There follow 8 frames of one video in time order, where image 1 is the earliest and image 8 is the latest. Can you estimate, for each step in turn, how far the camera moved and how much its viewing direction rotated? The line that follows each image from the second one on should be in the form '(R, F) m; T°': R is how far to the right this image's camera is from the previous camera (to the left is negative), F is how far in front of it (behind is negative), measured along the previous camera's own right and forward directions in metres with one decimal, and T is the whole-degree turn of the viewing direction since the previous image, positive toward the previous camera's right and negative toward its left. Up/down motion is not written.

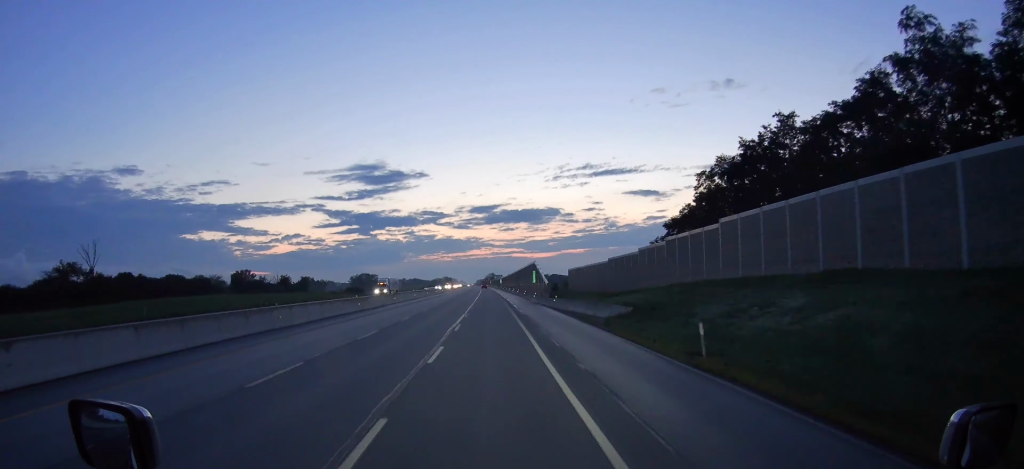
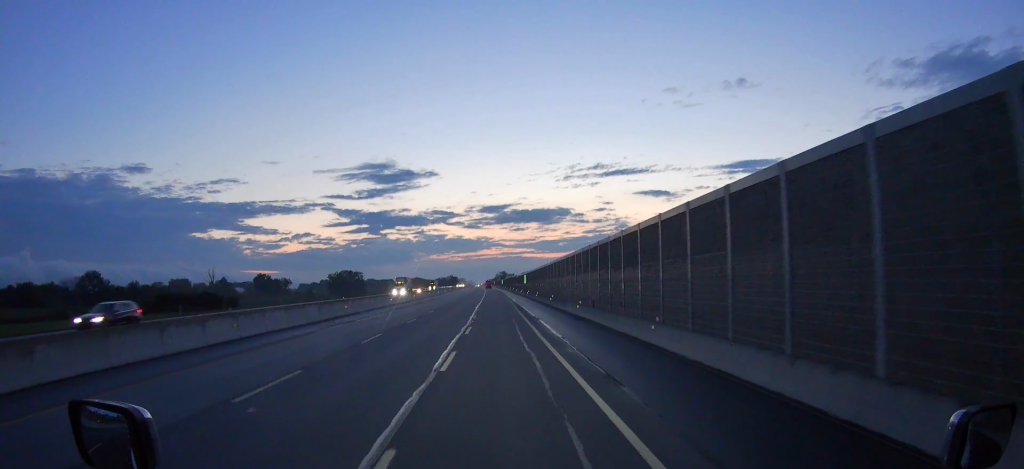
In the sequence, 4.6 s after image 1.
(-1.6, +123.2) m; -1°
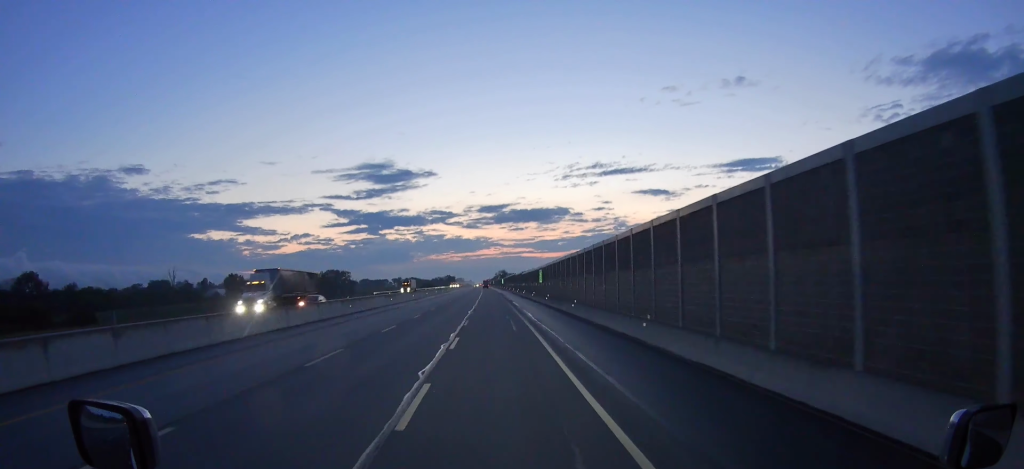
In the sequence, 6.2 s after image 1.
(-0.3, +43.0) m; 0°
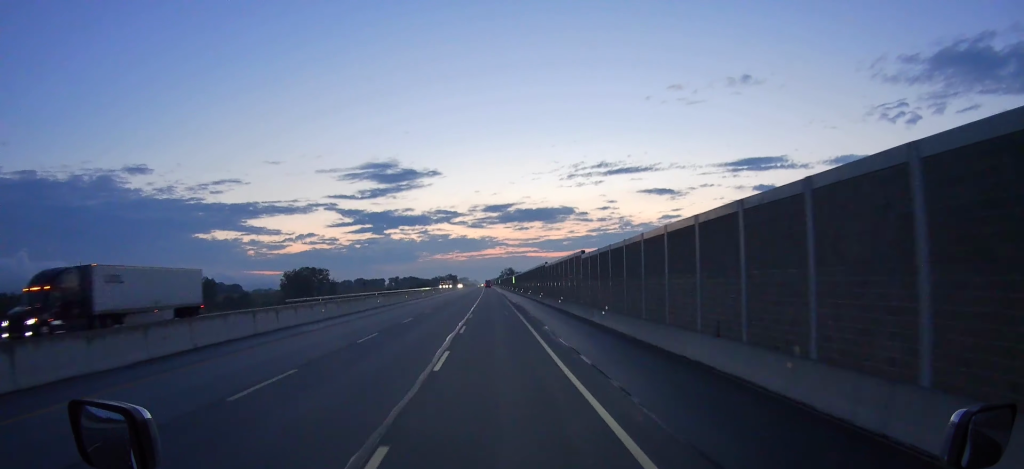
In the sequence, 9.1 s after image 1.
(-0.2, +78.4) m; 0°
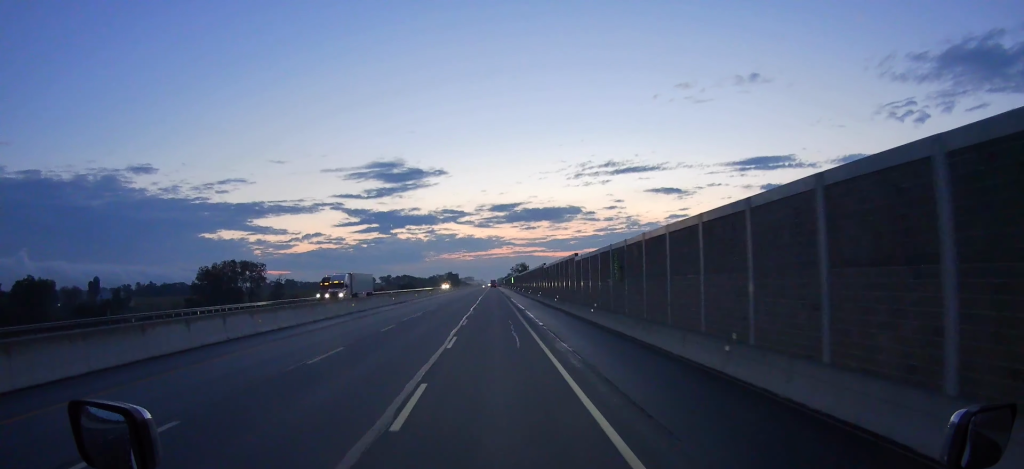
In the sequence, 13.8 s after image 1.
(0.0, +128.2) m; 0°
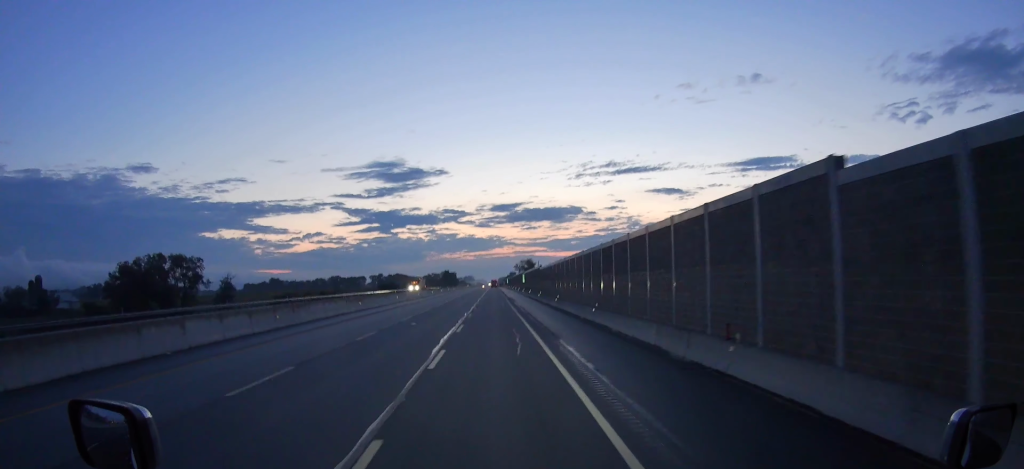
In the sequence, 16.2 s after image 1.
(-0.2, +66.0) m; 0°
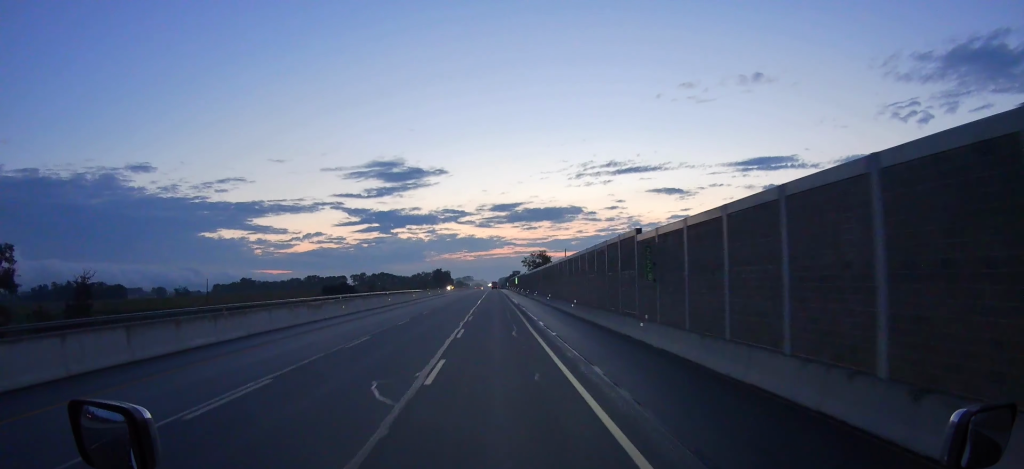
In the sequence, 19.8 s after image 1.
(0.0, +99.8) m; 0°
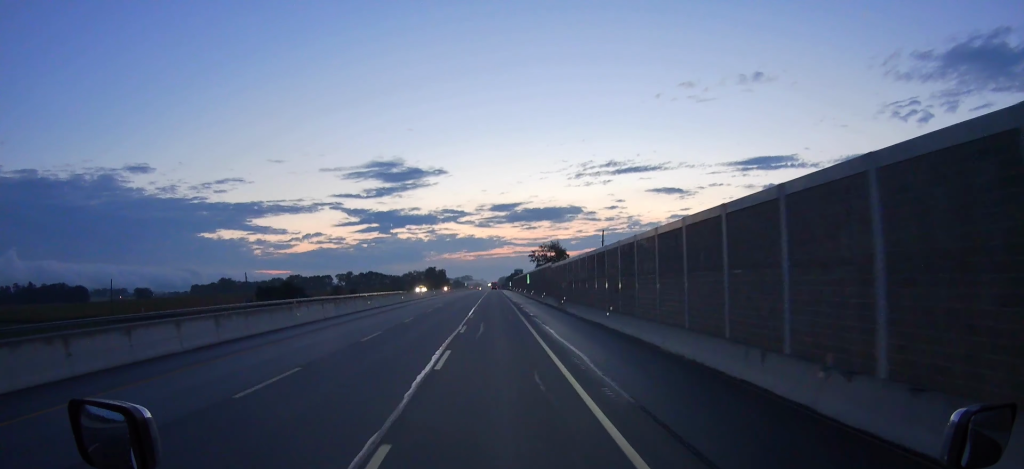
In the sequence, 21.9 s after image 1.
(0.0, +58.4) m; 0°
